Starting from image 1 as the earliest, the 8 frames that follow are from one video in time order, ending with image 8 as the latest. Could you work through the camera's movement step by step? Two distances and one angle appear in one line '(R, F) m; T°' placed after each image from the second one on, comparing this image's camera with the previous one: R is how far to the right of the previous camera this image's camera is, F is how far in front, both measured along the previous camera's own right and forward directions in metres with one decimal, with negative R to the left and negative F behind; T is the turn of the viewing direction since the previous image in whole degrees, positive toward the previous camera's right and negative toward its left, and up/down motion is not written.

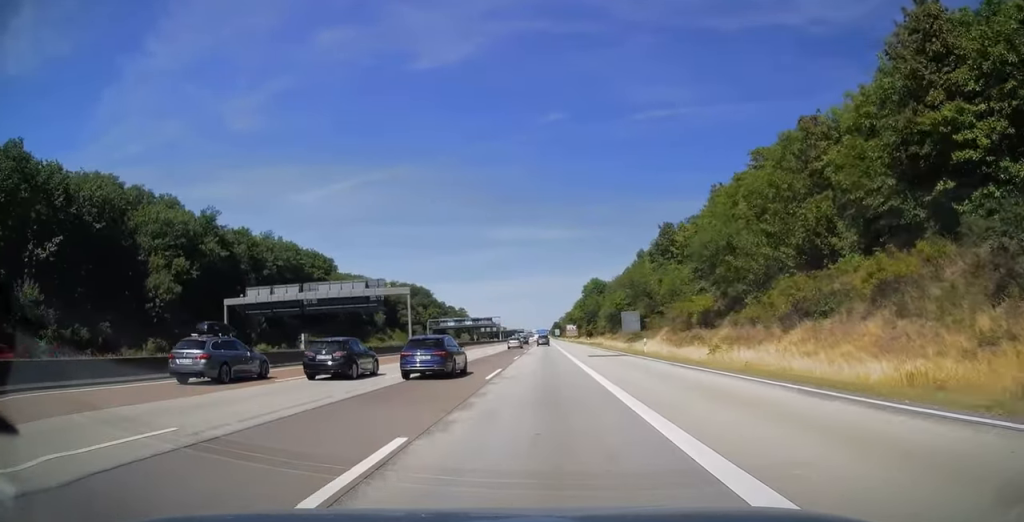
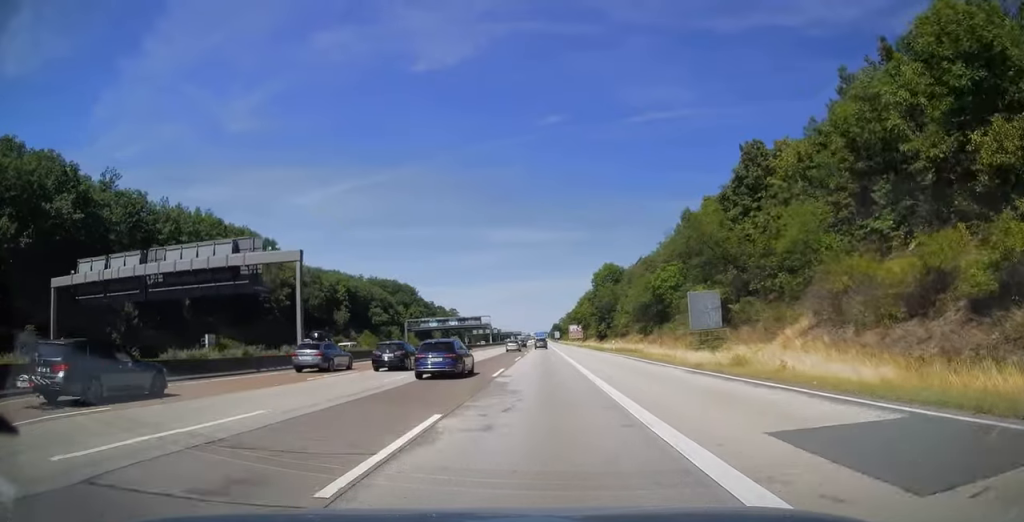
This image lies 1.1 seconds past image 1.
(+0.1, +32.7) m; 0°
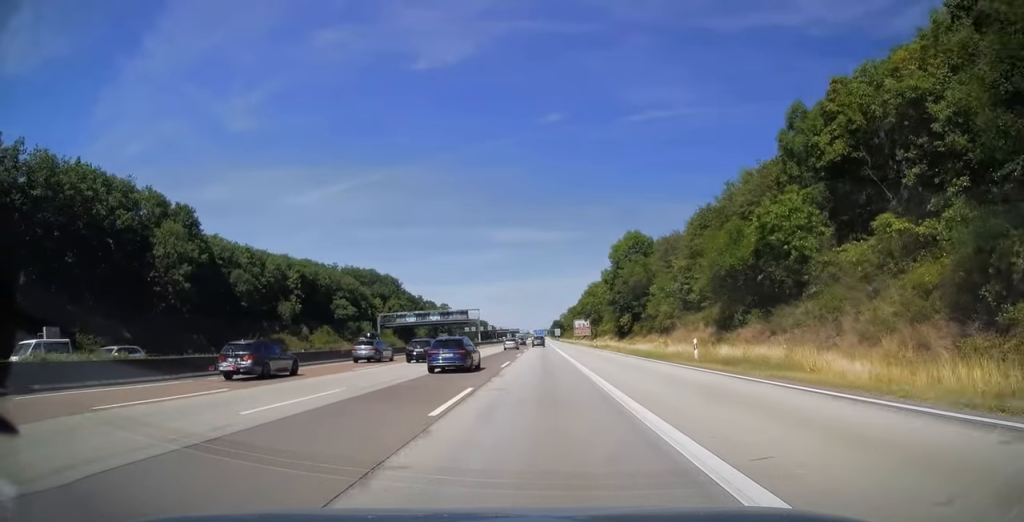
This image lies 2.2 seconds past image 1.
(0.0, +30.3) m; 0°
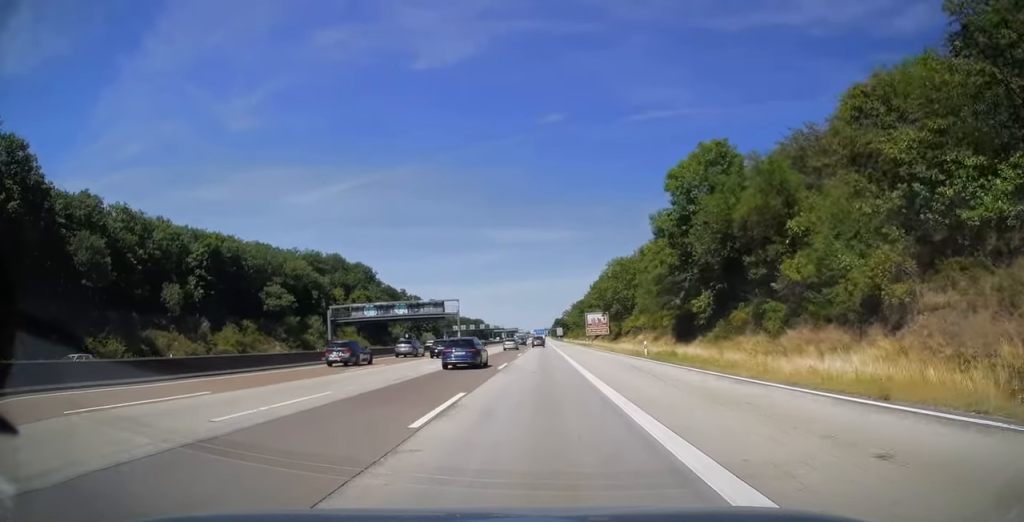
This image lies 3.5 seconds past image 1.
(+0.1, +37.1) m; 0°
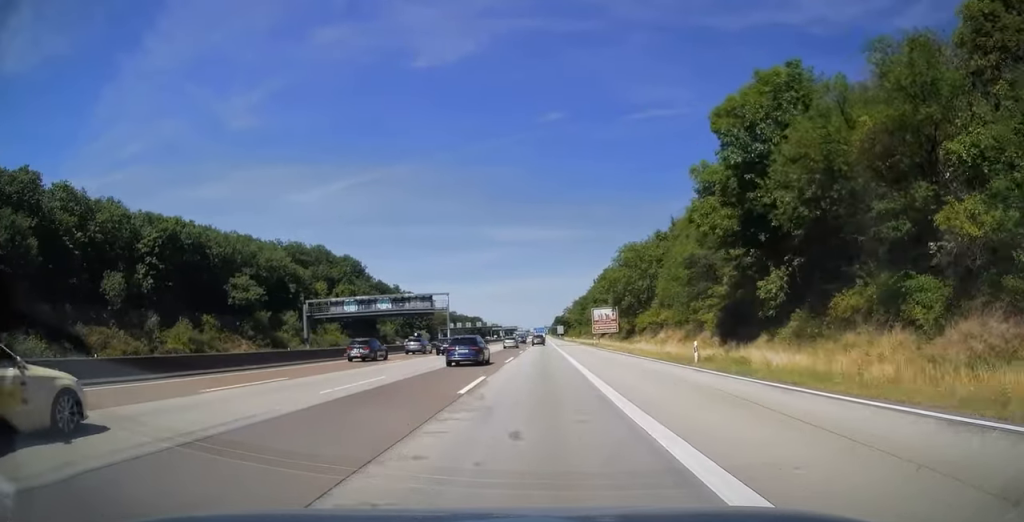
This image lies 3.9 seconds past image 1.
(0.0, +12.5) m; 0°
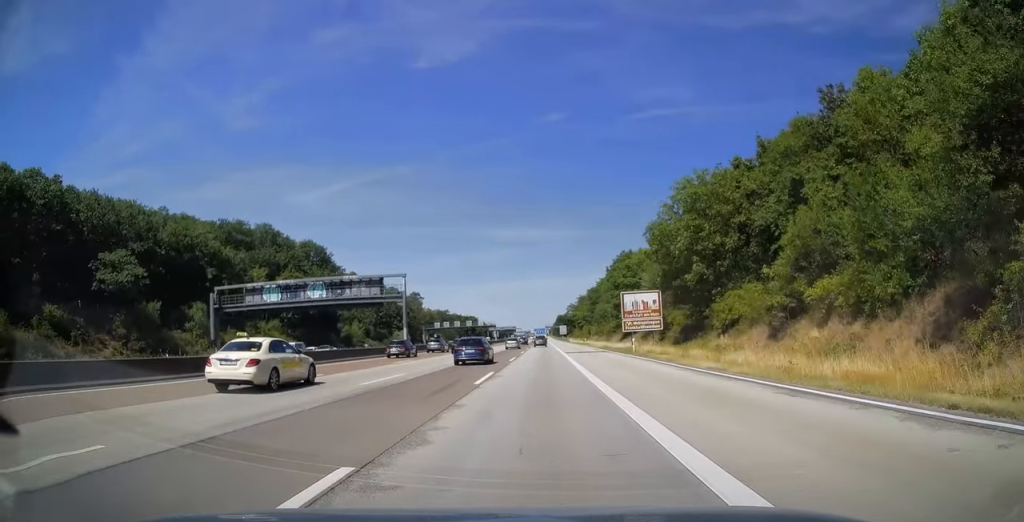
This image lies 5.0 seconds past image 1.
(0.0, +32.2) m; -1°
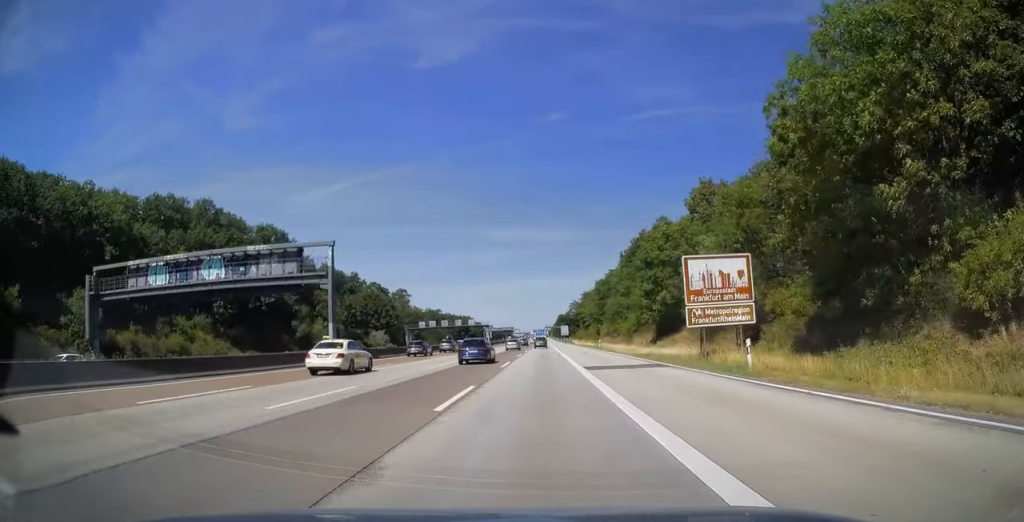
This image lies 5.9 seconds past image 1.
(-0.2, +24.6) m; 0°
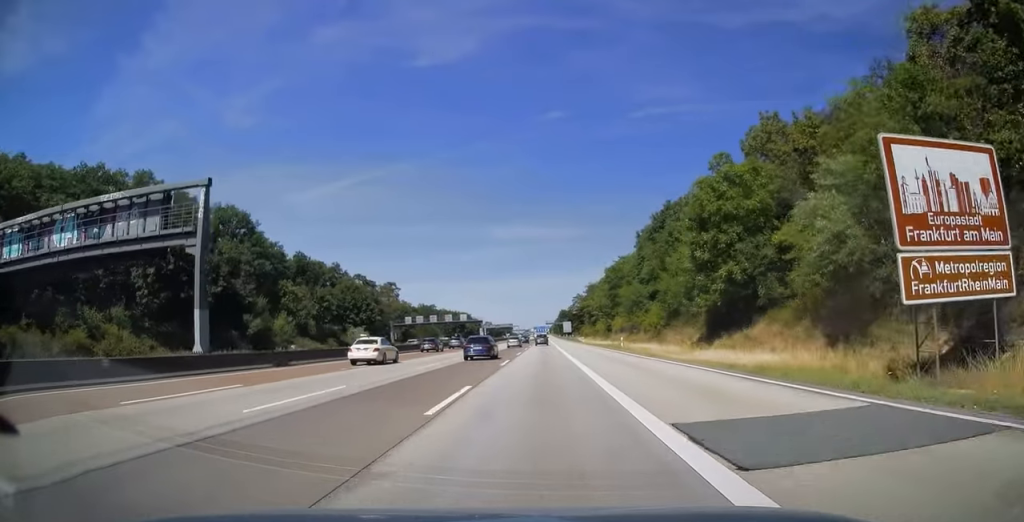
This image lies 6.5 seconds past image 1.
(+0.1, +18.8) m; 0°
